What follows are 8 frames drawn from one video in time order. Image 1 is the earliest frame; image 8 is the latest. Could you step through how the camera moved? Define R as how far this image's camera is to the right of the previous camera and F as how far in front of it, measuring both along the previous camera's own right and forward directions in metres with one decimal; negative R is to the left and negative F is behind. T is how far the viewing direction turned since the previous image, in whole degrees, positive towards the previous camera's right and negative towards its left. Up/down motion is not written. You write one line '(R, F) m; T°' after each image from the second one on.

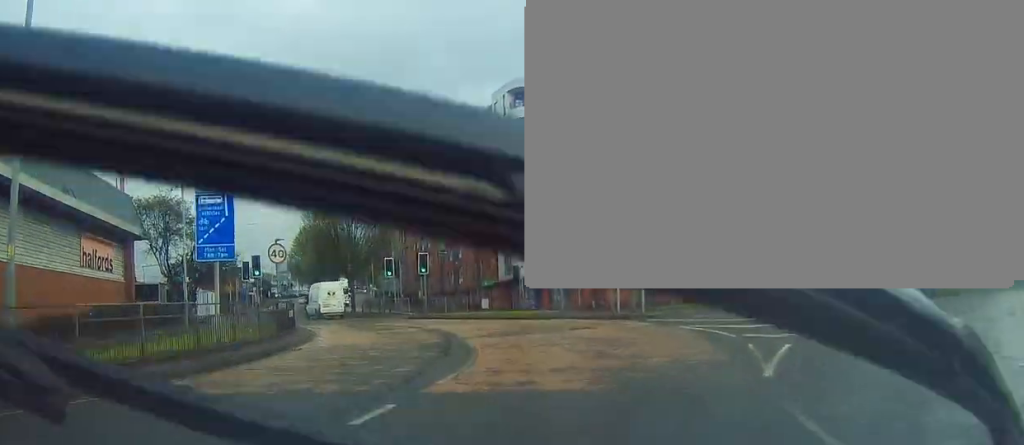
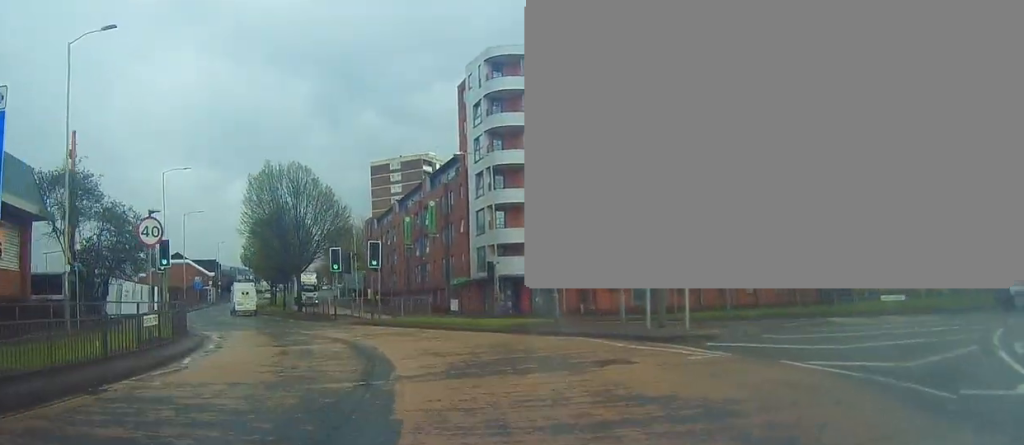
(+0.2, +8.0) m; +2°
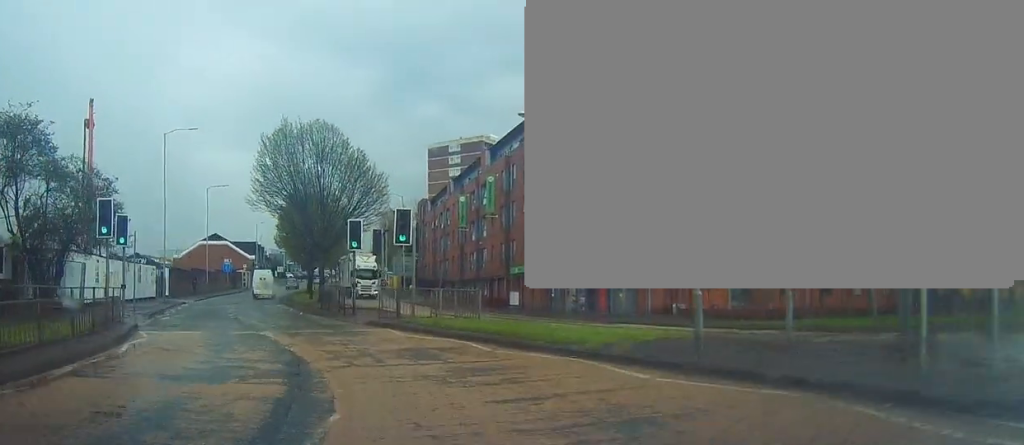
(+0.1, +9.1) m; -3°
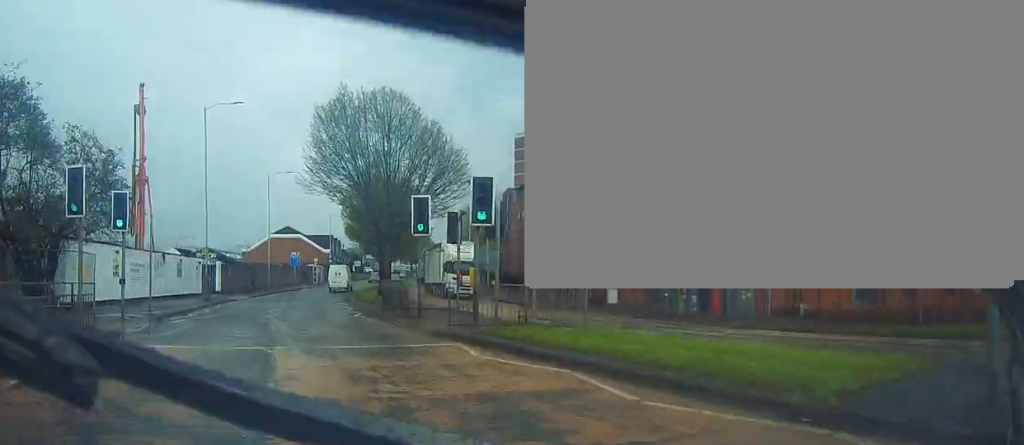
(-0.3, +5.7) m; -8°
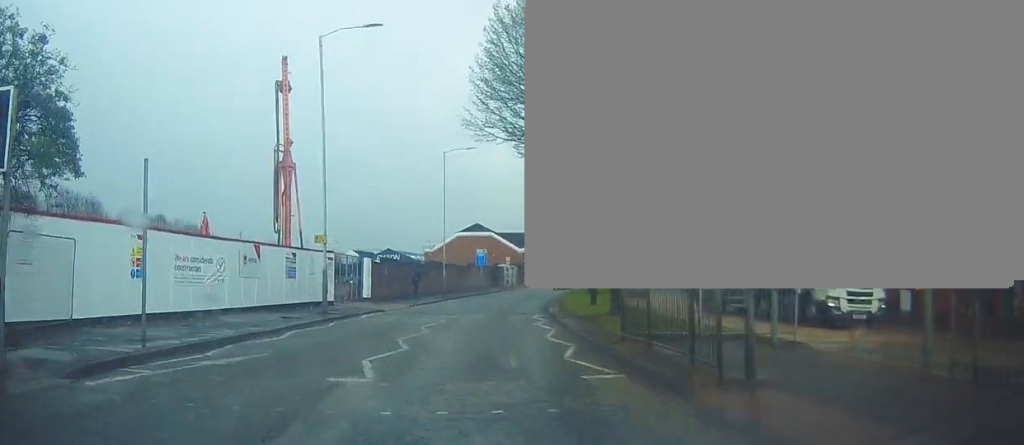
(-2.3, +12.6) m; -16°
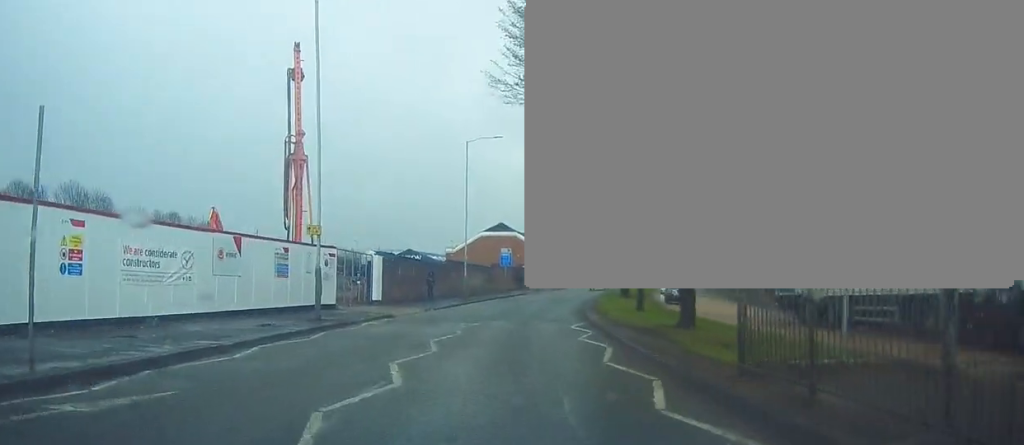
(-0.1, +4.4) m; -2°
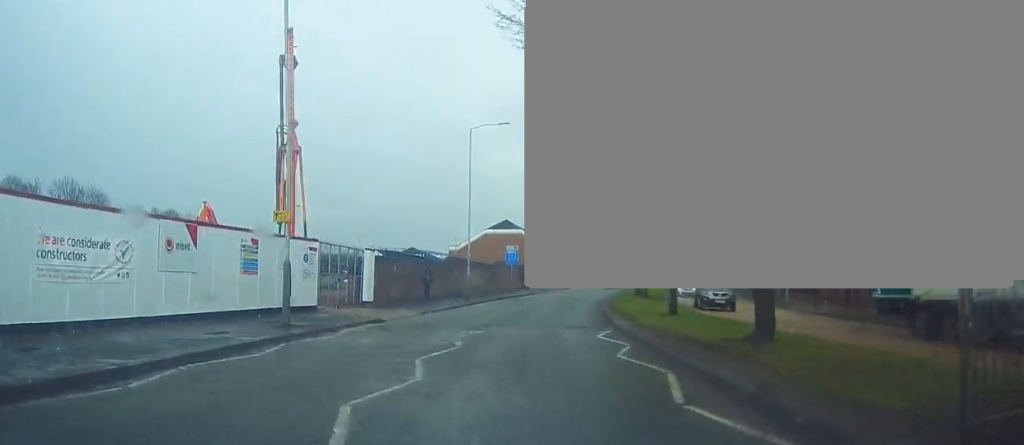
(0.0, +3.7) m; -1°
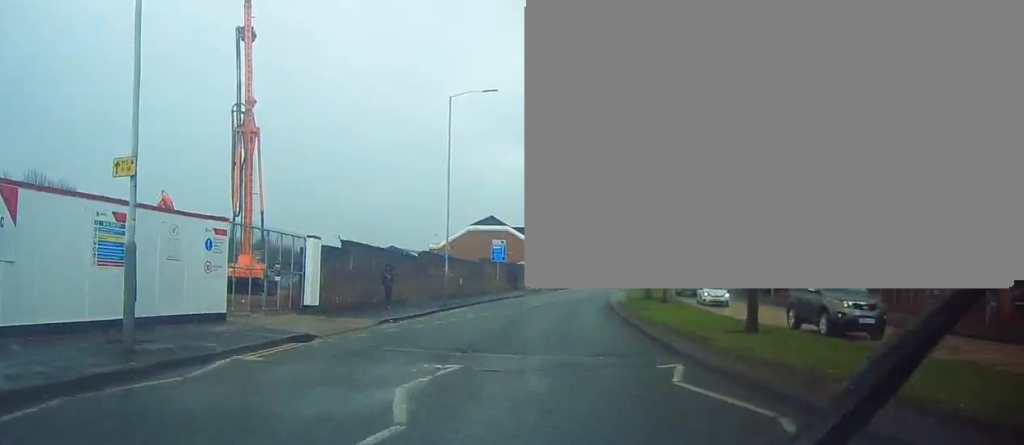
(-0.1, +7.2) m; 0°
